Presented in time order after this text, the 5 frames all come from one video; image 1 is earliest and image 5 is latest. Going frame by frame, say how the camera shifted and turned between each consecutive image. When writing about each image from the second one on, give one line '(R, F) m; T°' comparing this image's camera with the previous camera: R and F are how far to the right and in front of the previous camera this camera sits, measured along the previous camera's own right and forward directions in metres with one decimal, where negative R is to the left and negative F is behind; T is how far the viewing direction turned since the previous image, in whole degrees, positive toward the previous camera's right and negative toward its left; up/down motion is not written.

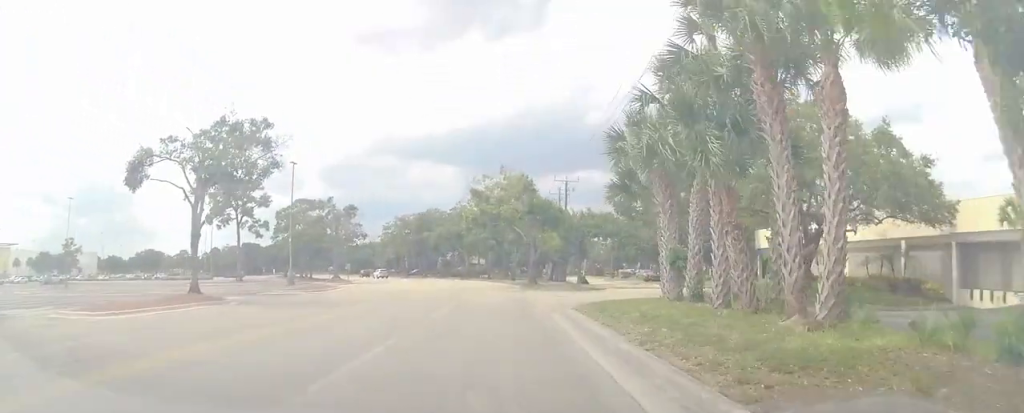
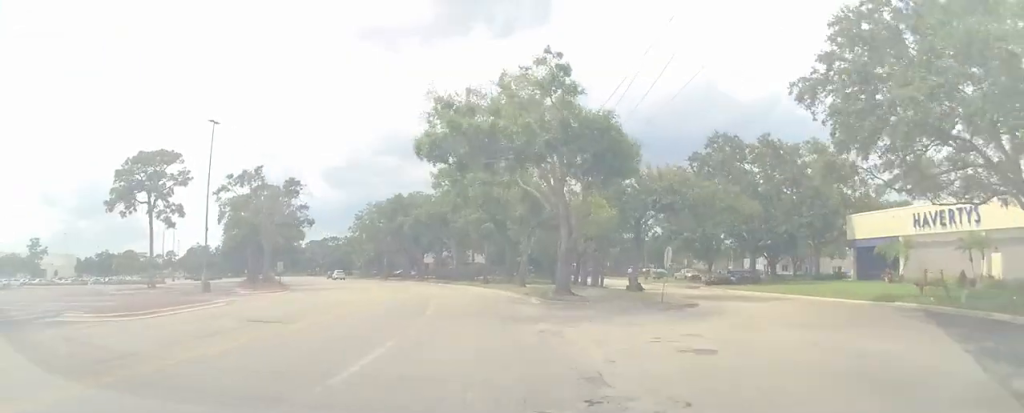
(-0.5, +19.6) m; -2°
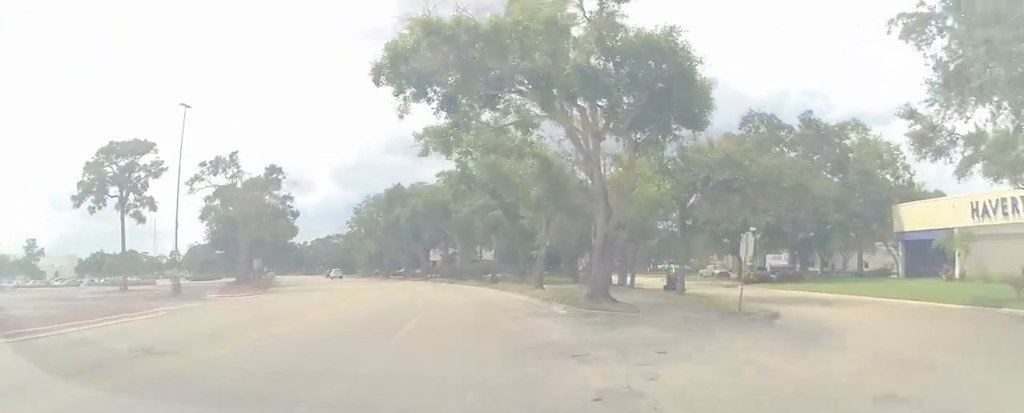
(0.0, +6.1) m; 0°
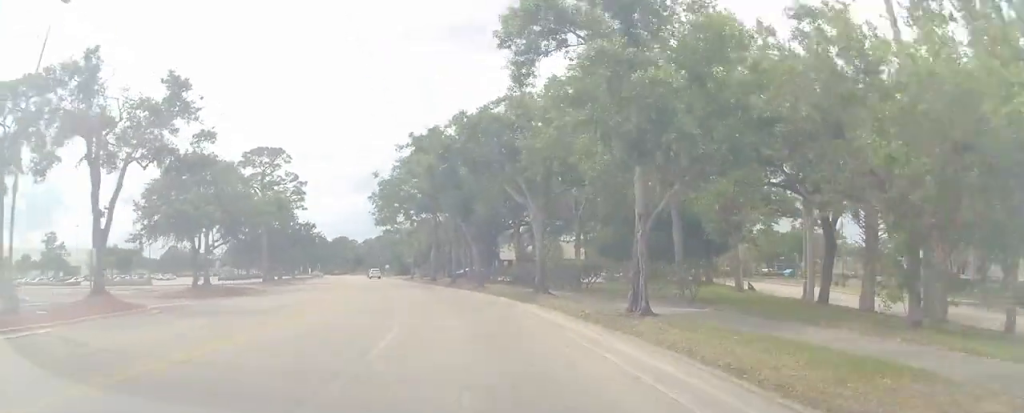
(-0.2, +23.2) m; -7°
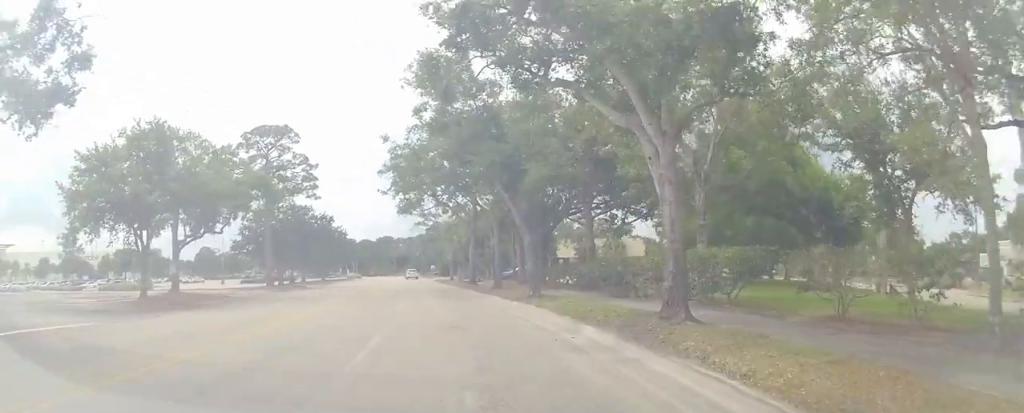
(-1.2, +11.5) m; -6°
